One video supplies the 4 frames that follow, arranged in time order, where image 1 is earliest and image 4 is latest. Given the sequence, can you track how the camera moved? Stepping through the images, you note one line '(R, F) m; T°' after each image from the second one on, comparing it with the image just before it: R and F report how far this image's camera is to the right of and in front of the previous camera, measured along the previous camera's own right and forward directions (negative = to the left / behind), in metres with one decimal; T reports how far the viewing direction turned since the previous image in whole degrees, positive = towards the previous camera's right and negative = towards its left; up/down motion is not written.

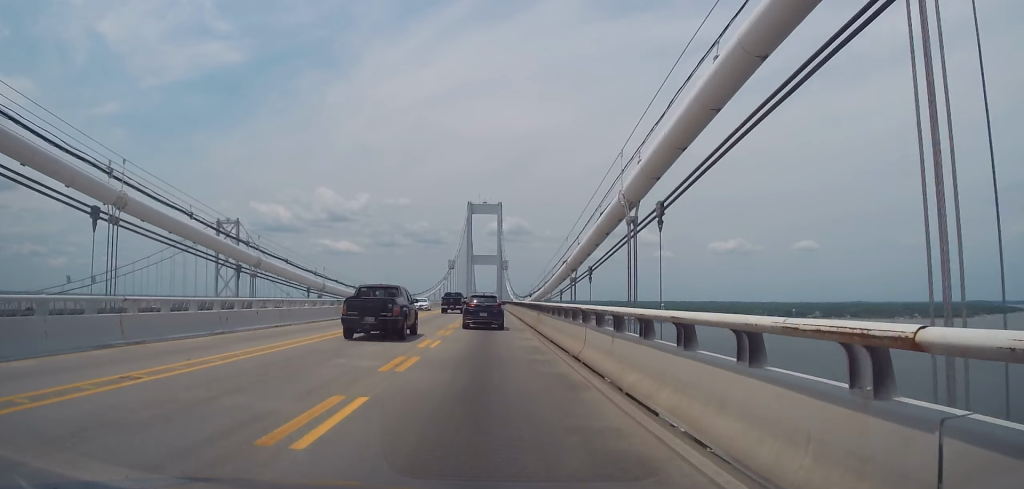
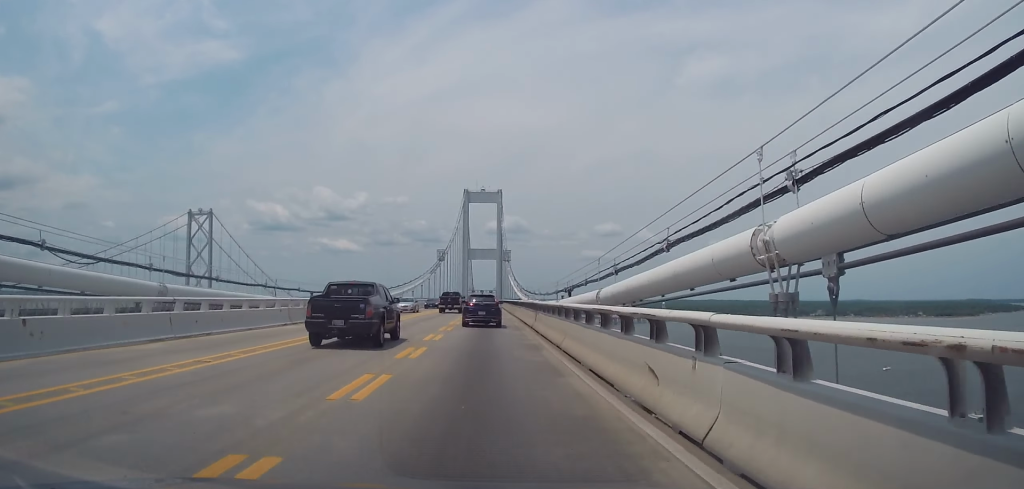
(+0.6, +34.5) m; 0°
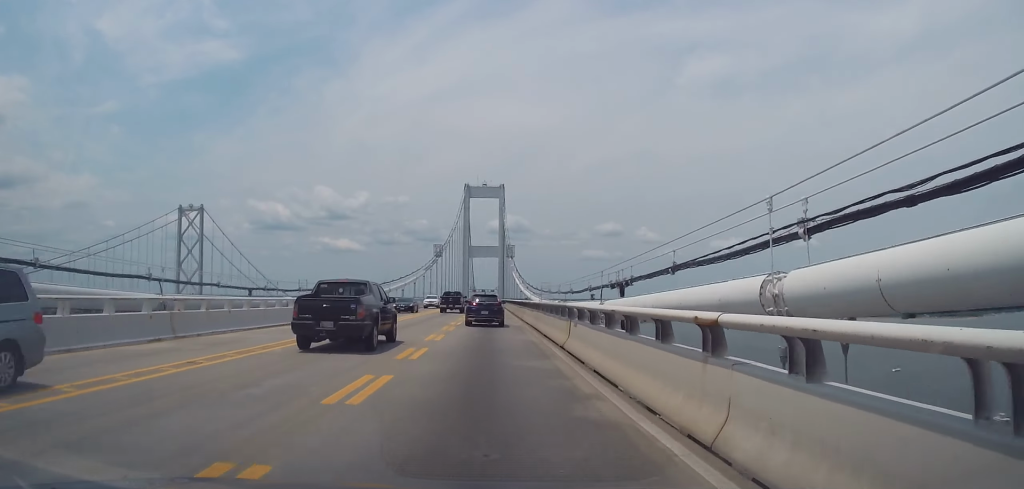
(-0.3, +12.5) m; -1°
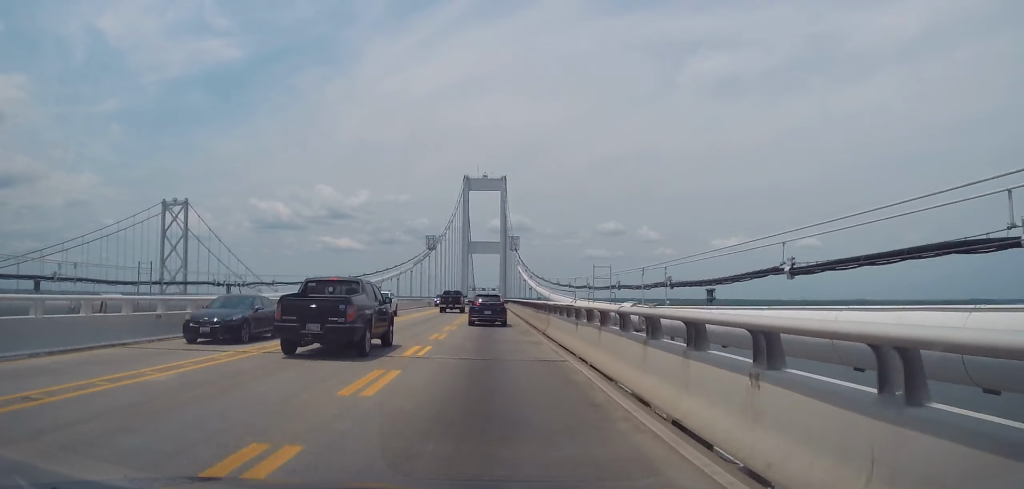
(0.0, +17.7) m; -1°
